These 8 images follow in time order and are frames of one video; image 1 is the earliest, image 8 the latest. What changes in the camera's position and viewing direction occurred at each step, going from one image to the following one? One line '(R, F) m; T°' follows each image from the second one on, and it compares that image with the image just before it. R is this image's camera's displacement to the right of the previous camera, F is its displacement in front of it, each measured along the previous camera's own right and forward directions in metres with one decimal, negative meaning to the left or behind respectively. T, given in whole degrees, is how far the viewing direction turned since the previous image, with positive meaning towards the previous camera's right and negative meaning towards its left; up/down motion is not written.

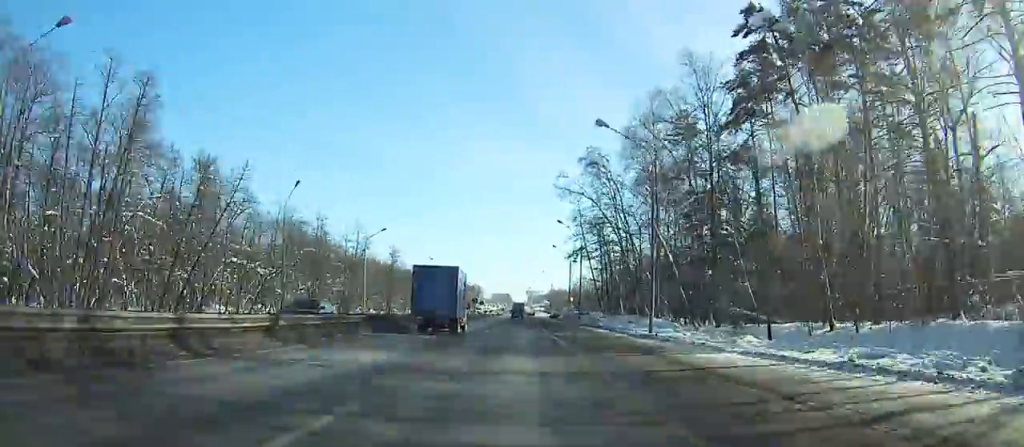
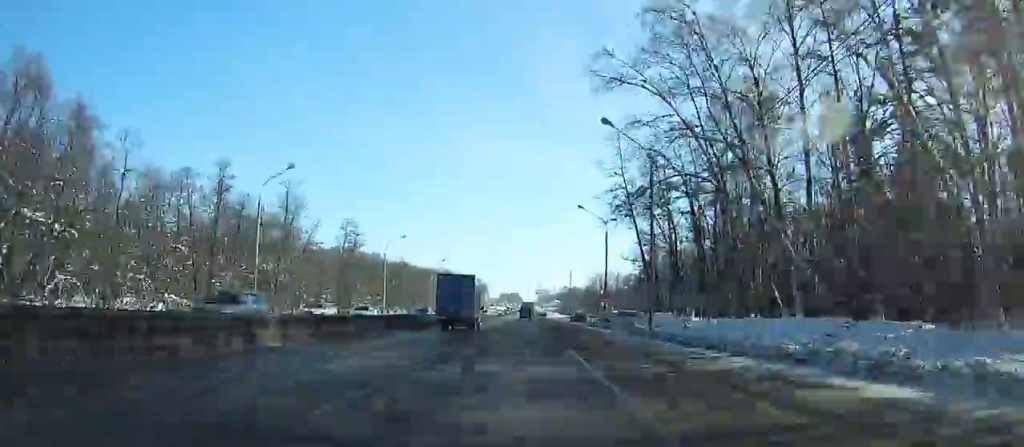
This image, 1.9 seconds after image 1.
(+0.2, +35.0) m; 0°
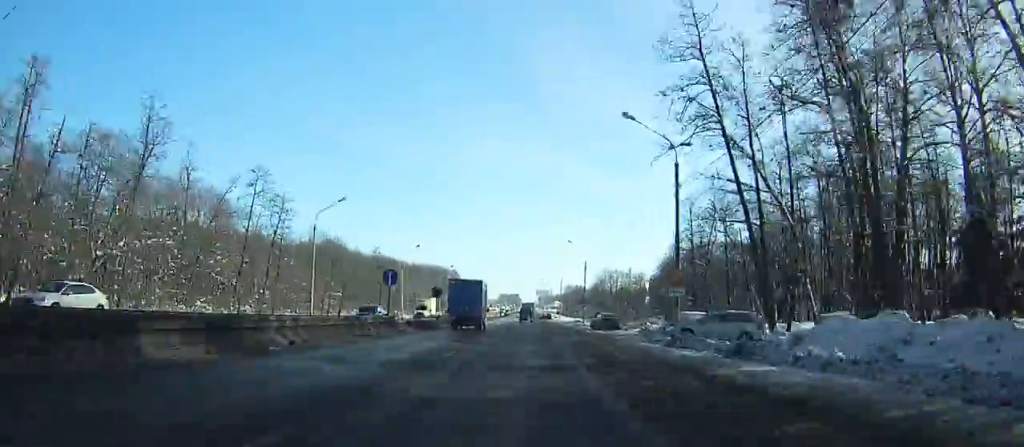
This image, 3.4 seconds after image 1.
(-0.2, +27.8) m; 0°
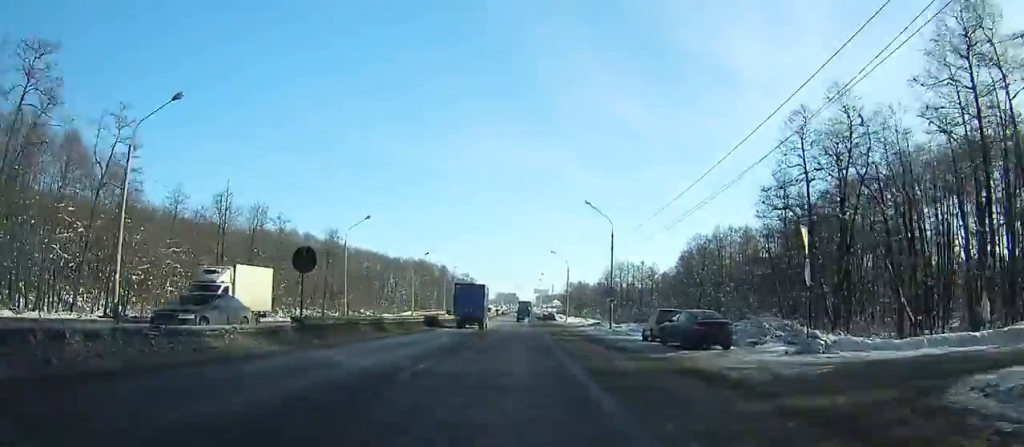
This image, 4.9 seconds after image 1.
(0.0, +27.7) m; 0°
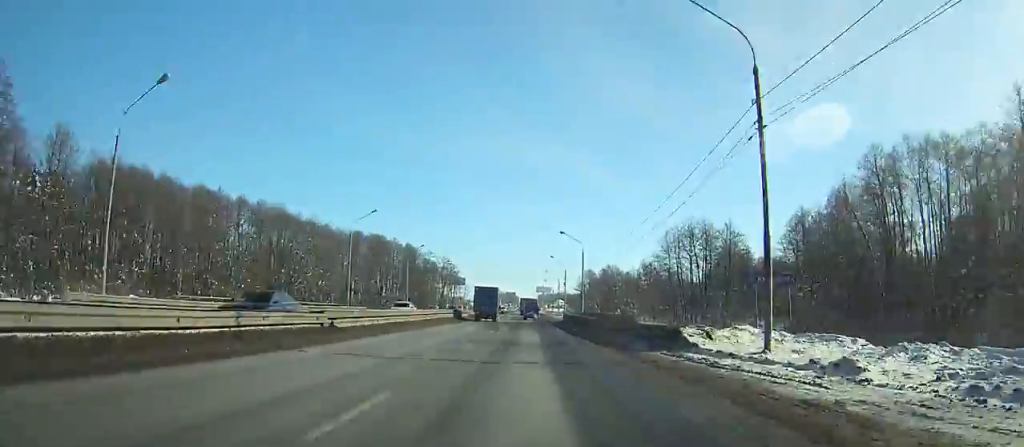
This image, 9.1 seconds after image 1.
(-0.2, +77.7) m; 0°
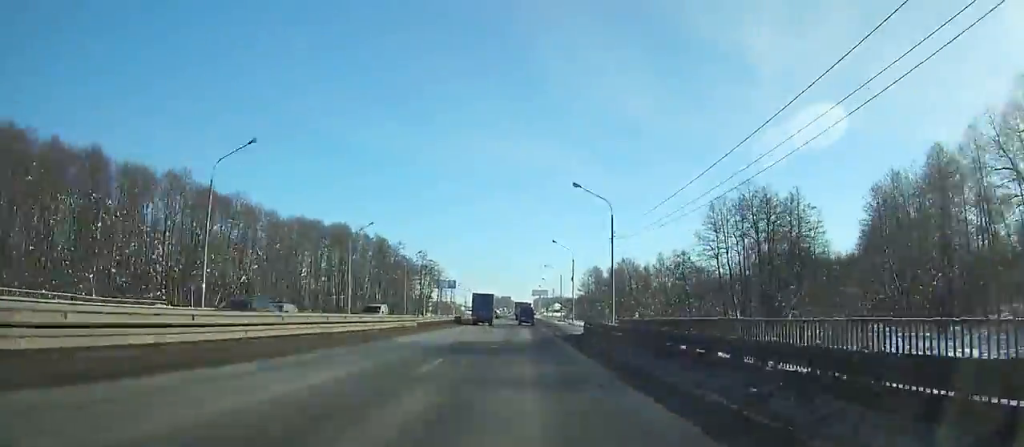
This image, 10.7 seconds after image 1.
(+0.1, +29.7) m; 0°
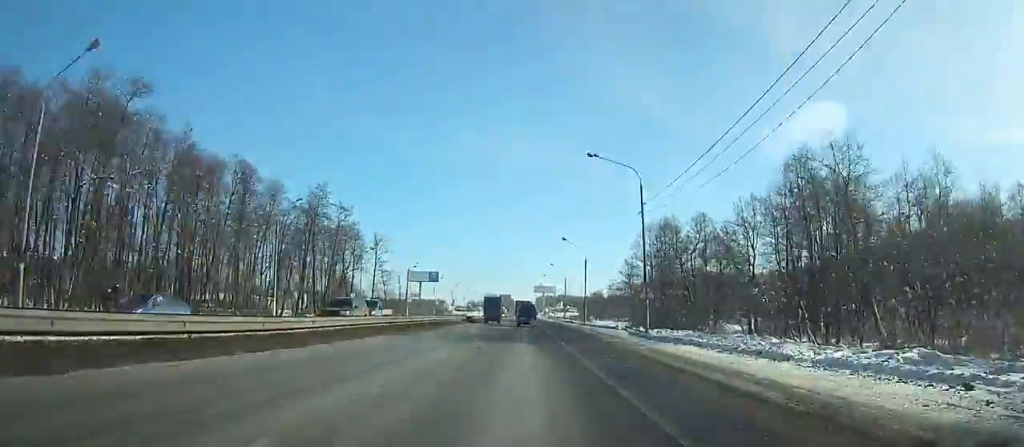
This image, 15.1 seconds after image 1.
(0.0, +81.3) m; 0°
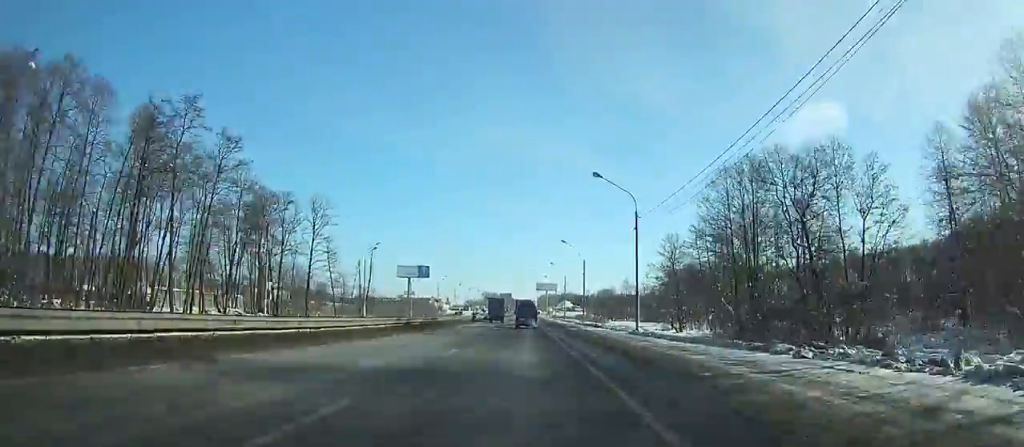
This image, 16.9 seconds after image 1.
(+0.2, +33.1) m; 0°
